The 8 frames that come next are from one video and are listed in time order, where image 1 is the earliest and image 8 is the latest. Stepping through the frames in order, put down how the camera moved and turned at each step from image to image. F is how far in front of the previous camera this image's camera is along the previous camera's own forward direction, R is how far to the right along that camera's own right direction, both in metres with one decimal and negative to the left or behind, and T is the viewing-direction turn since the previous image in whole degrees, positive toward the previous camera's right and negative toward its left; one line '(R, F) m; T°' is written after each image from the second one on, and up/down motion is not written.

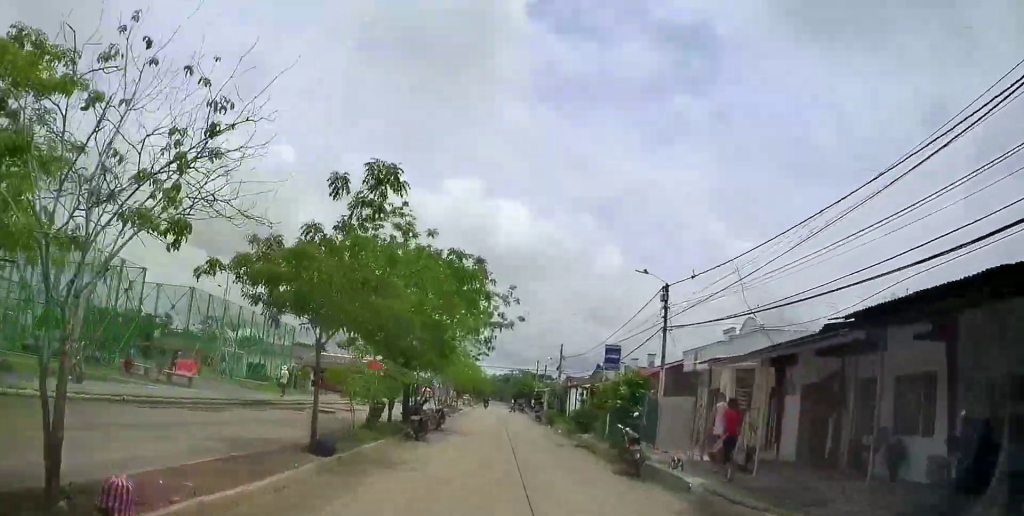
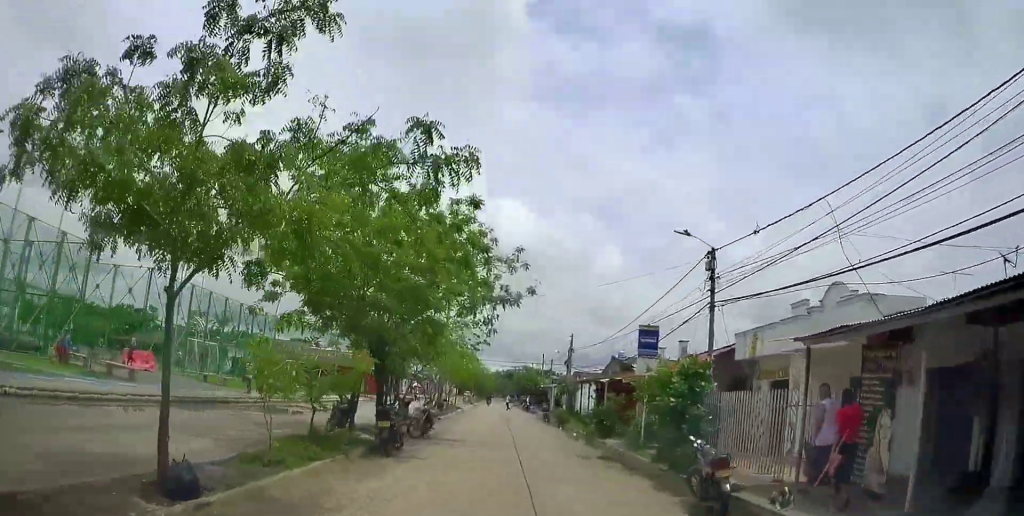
(0.0, +4.9) m; 0°
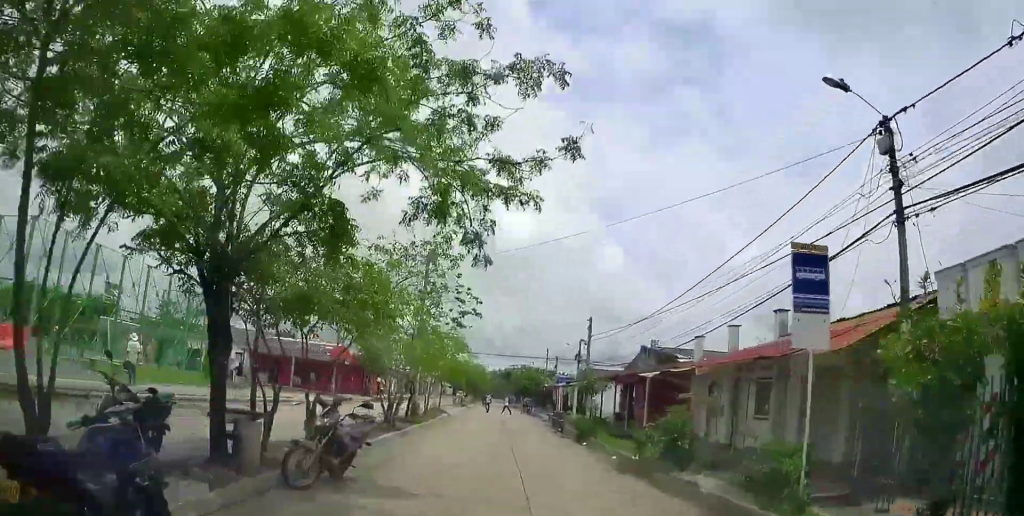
(0.0, +9.3) m; 0°
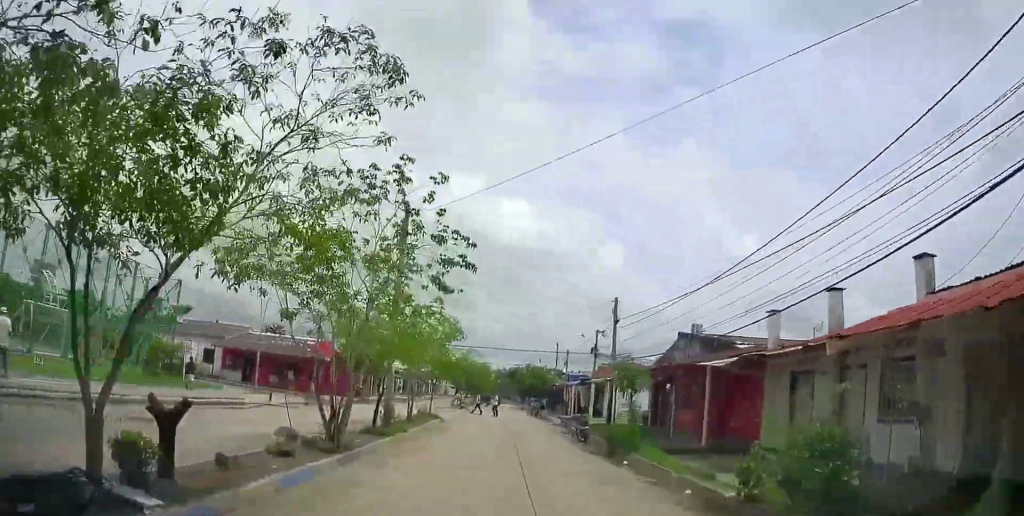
(0.0, +6.3) m; -2°
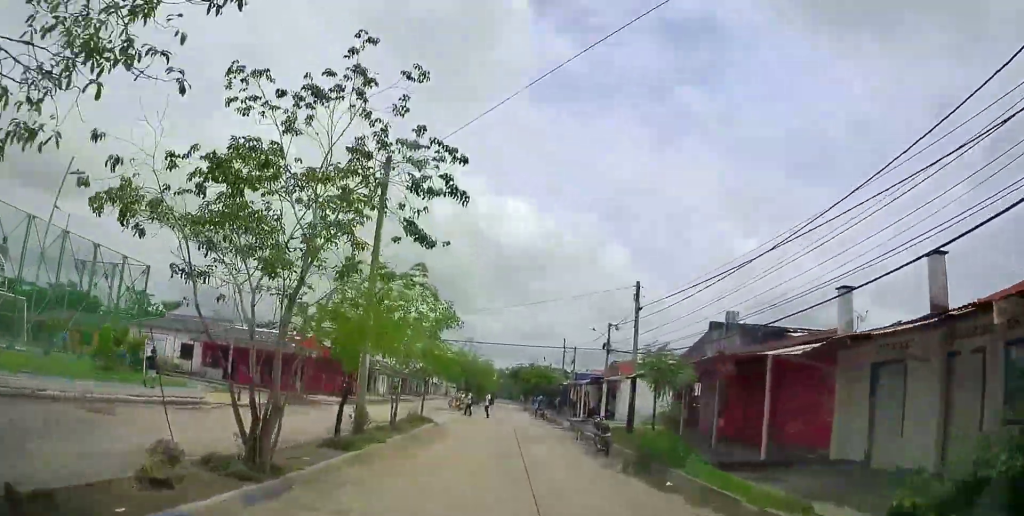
(0.0, +3.7) m; -1°
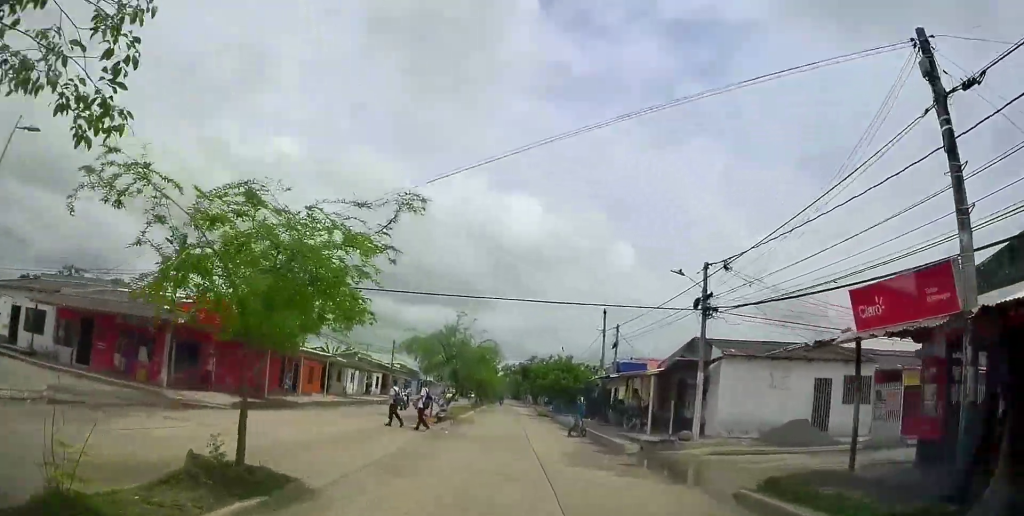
(+0.3, +16.8) m; +3°
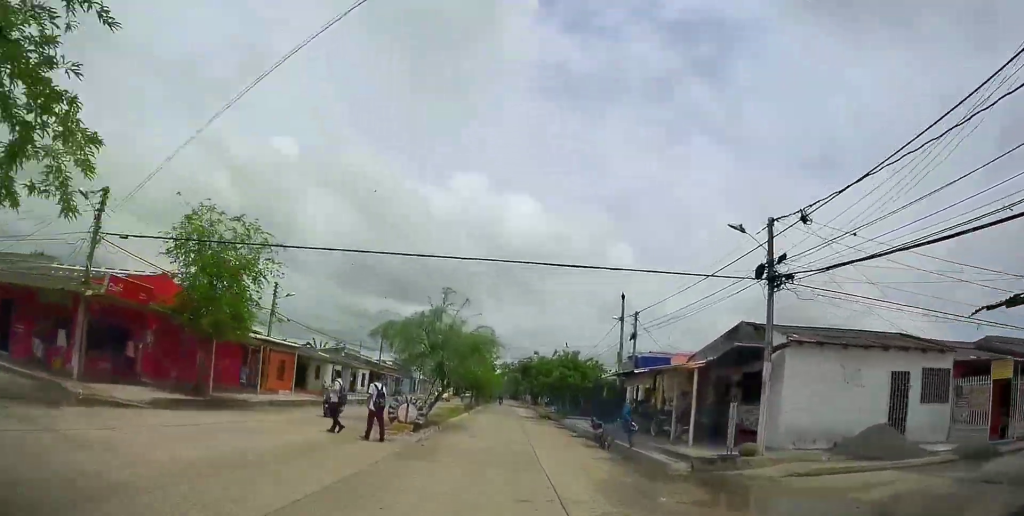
(0.0, +5.3) m; 0°
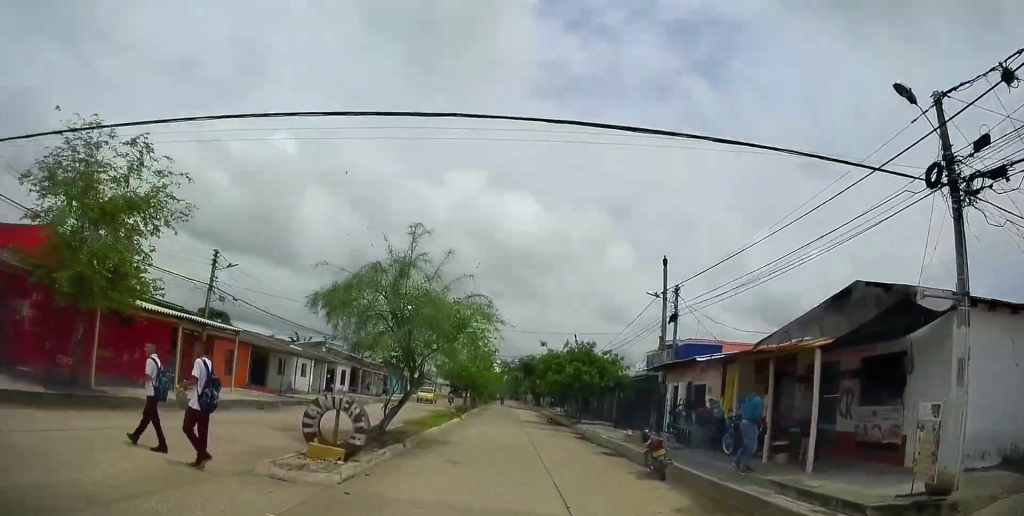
(0.0, +7.0) m; +1°
